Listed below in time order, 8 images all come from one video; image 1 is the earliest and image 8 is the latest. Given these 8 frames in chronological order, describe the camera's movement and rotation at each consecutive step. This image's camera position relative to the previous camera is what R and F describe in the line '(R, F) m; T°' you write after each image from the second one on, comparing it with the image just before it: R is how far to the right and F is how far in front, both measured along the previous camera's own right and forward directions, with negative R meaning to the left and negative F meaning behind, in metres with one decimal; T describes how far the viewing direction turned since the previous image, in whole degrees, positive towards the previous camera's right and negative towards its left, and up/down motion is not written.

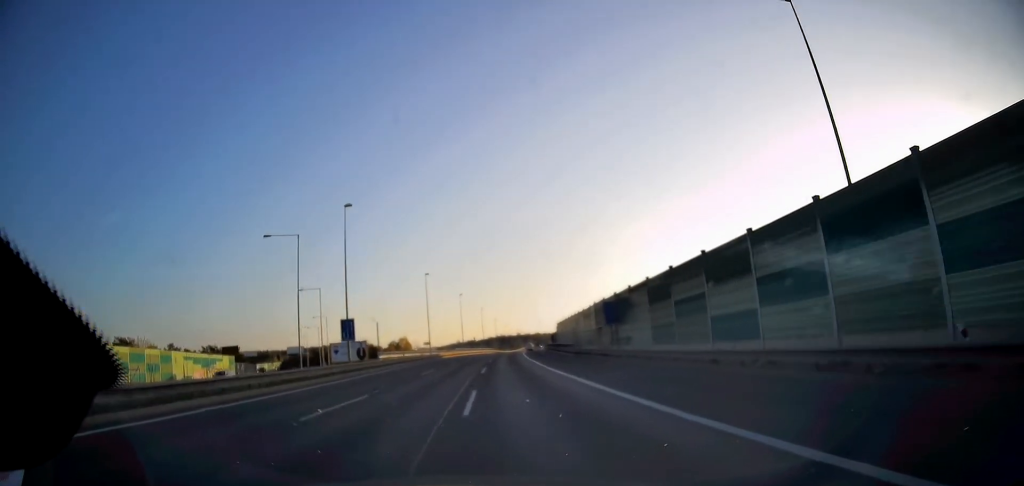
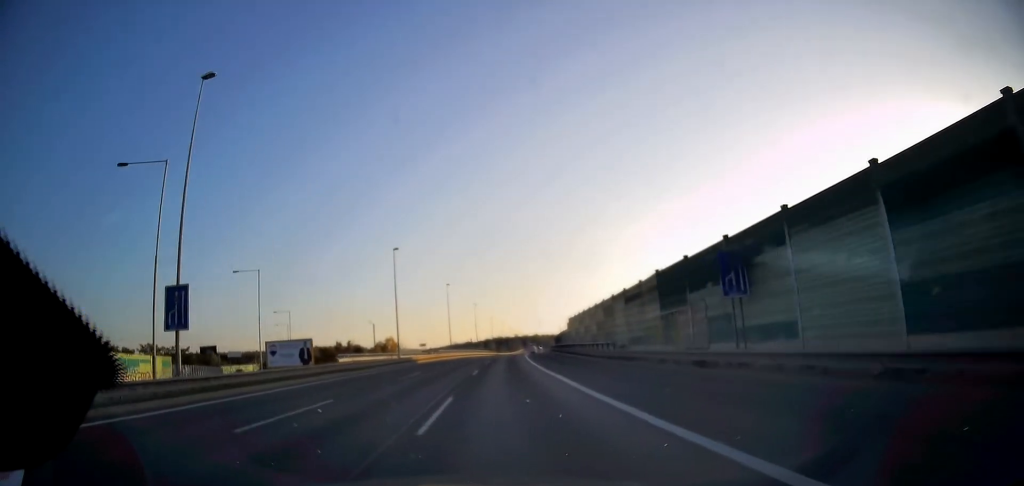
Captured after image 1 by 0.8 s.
(+0.1, +19.4) m; +1°
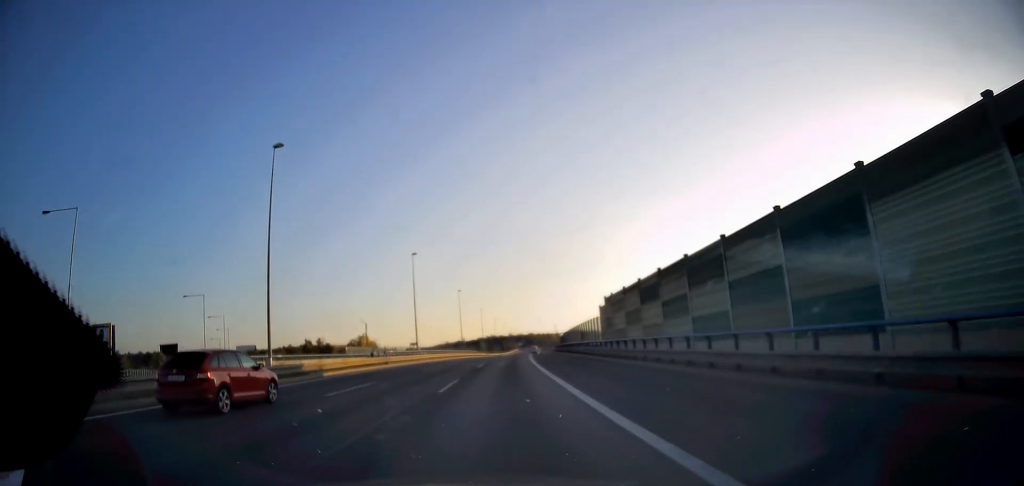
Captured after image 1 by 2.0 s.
(+0.2, +28.2) m; 0°
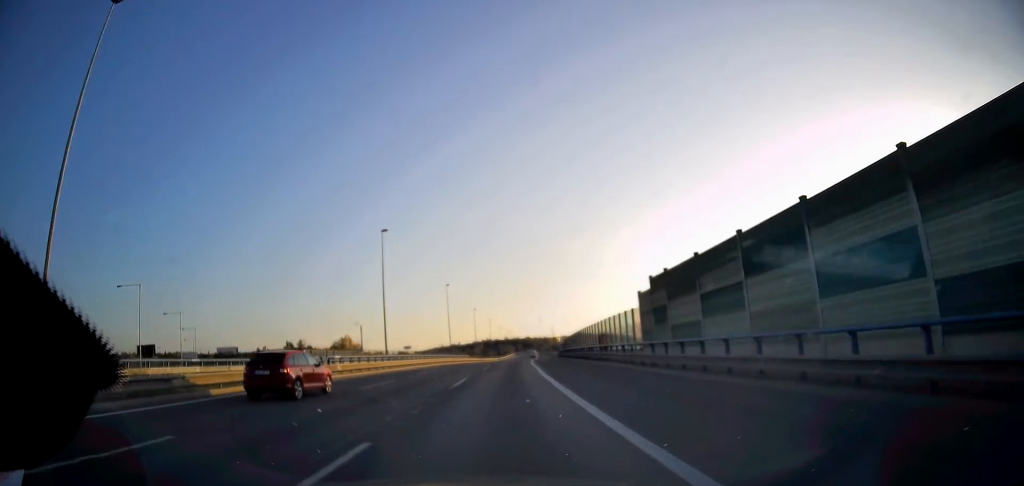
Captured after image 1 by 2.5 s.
(0.0, +13.7) m; 0°
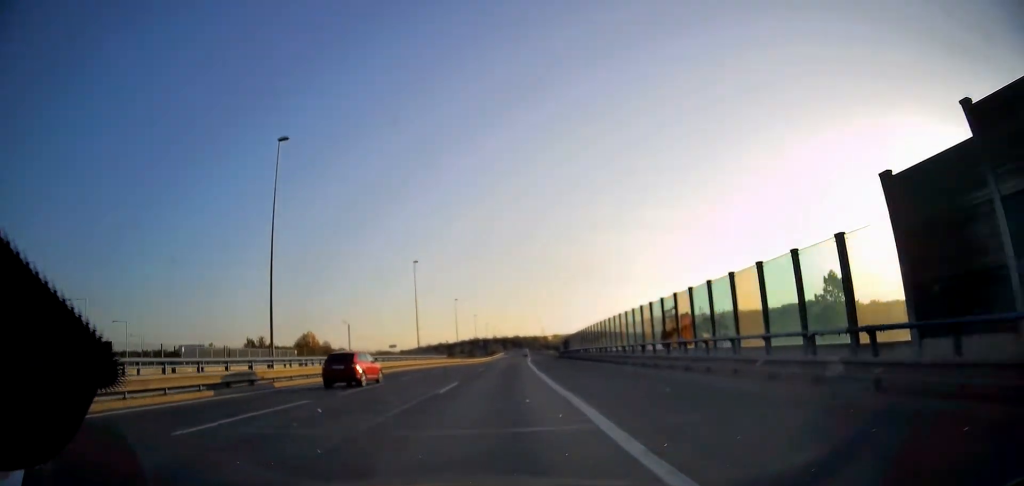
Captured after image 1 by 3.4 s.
(-0.1, +20.8) m; +1°
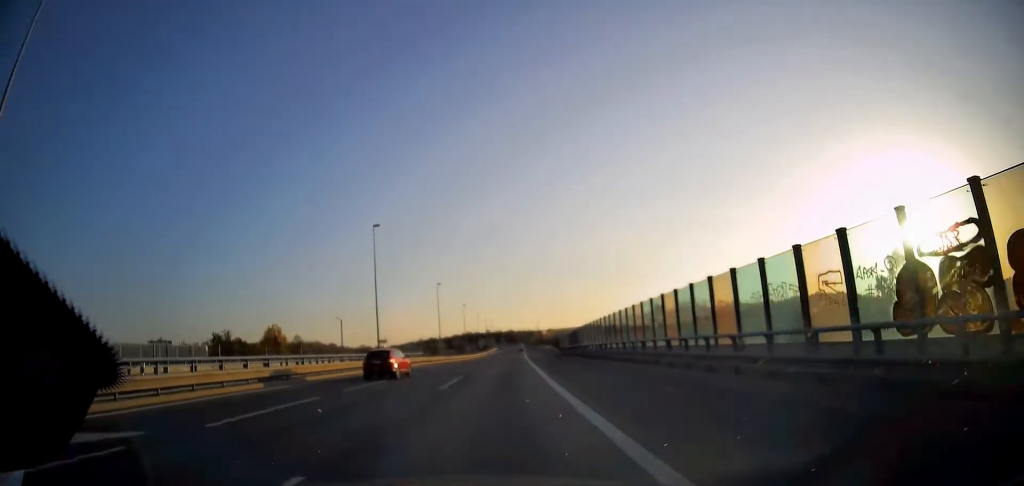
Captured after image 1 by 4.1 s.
(+0.3, +16.0) m; +1°
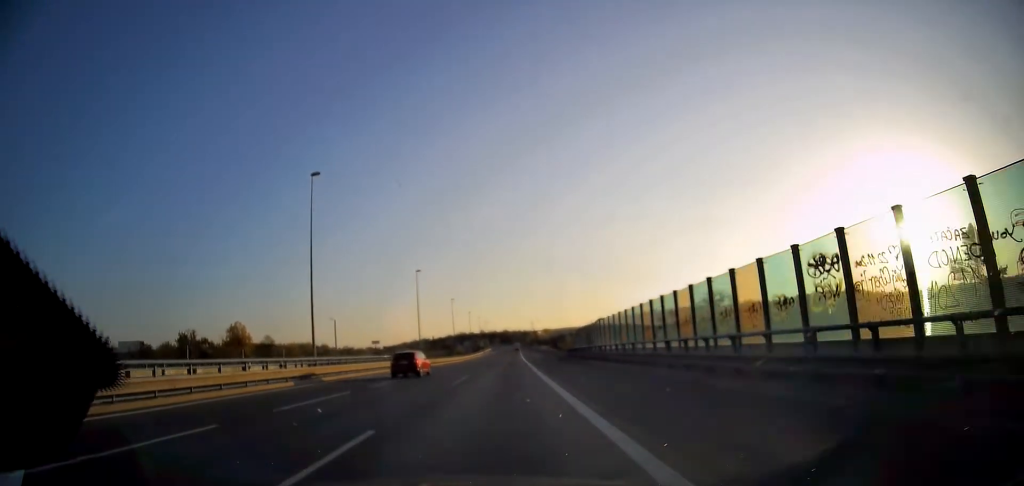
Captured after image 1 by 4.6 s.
(+0.1, +13.7) m; +1°
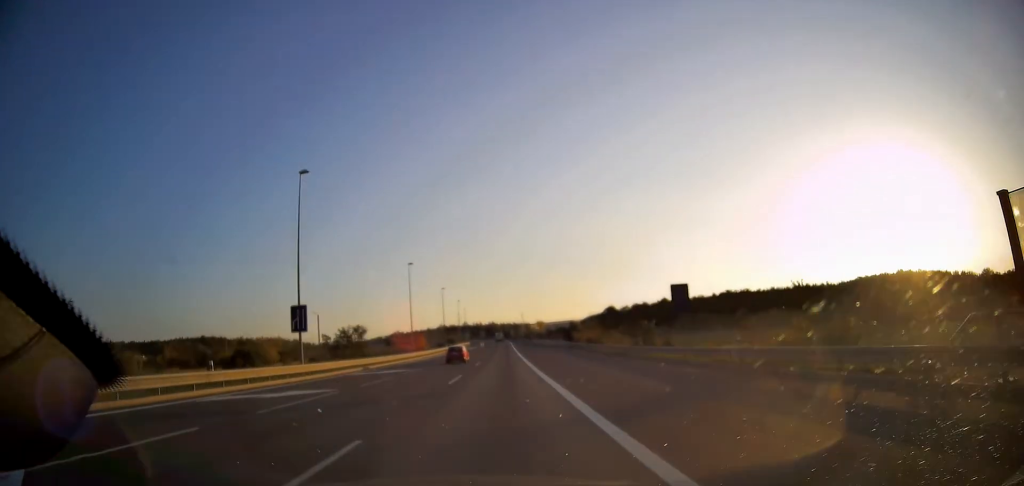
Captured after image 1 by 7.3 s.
(+1.7, +67.3) m; +3°
